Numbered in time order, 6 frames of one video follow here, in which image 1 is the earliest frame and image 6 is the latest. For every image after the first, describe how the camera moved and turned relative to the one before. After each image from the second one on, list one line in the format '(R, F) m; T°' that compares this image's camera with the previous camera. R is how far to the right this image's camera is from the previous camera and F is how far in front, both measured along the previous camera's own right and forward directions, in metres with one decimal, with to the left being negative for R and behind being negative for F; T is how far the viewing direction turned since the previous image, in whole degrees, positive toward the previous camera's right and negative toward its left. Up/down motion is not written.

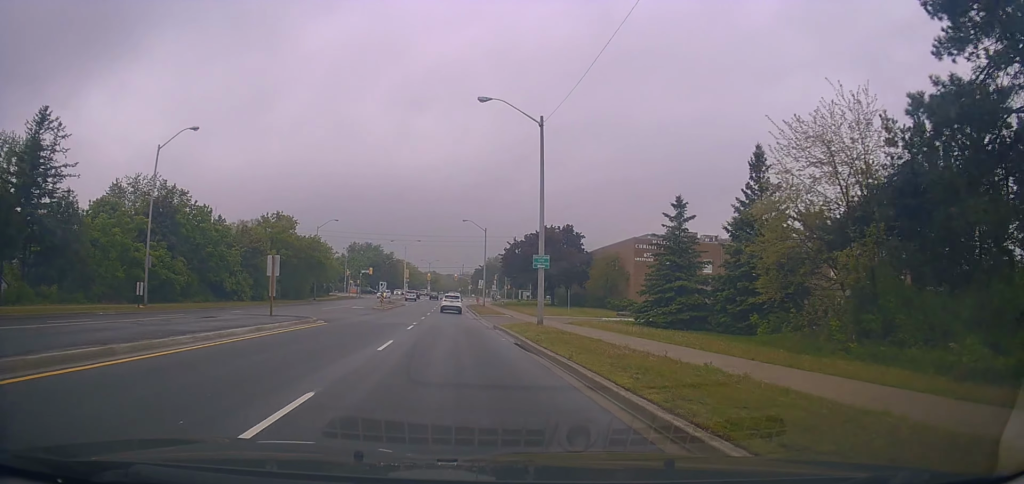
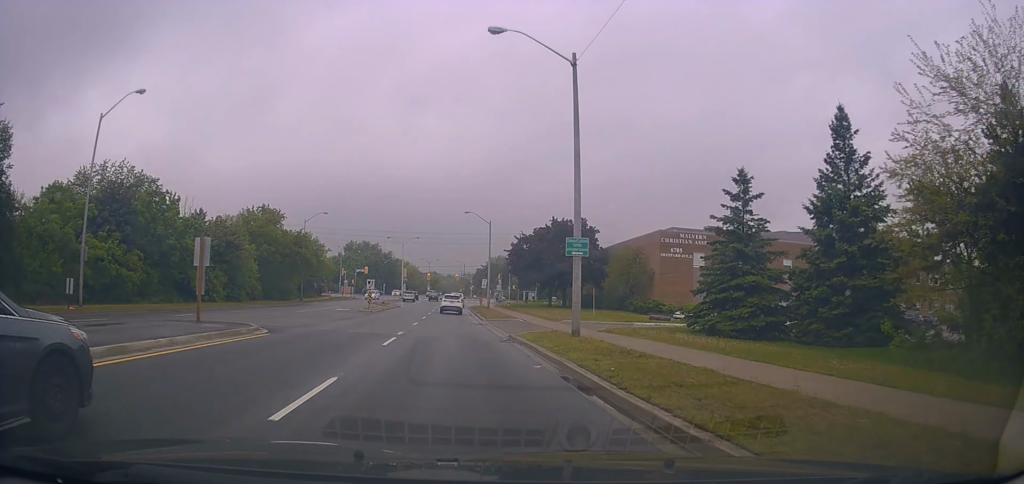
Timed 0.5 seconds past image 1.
(+0.1, +7.8) m; 0°
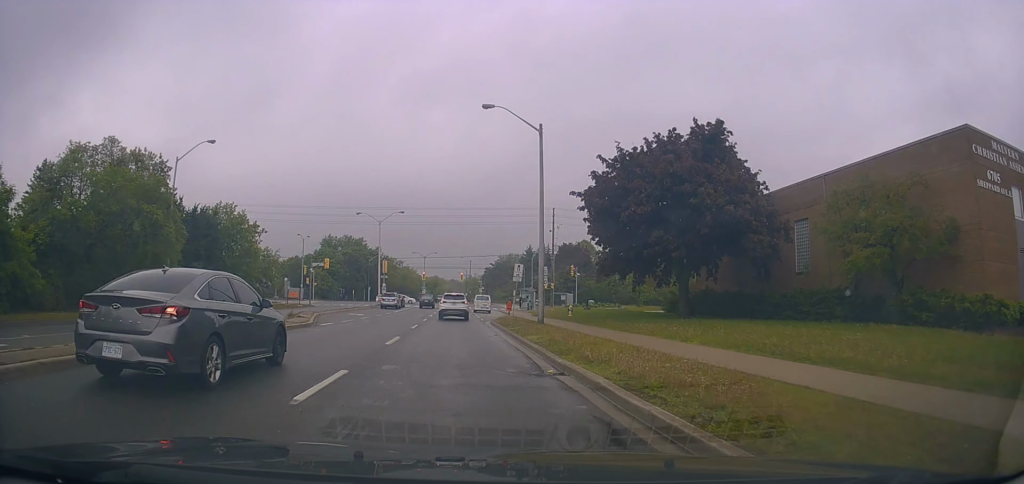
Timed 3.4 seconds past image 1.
(+0.3, +39.0) m; 0°
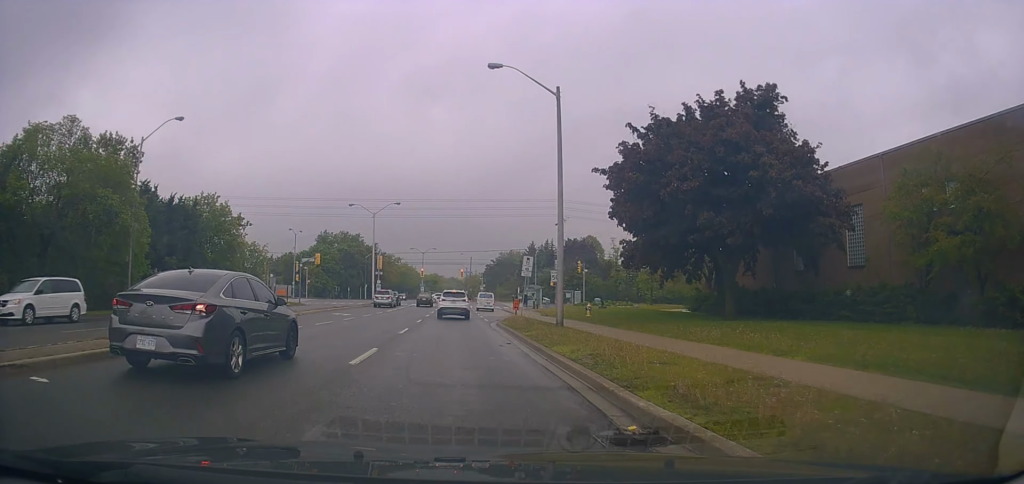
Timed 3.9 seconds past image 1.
(0.0, +5.5) m; 0°
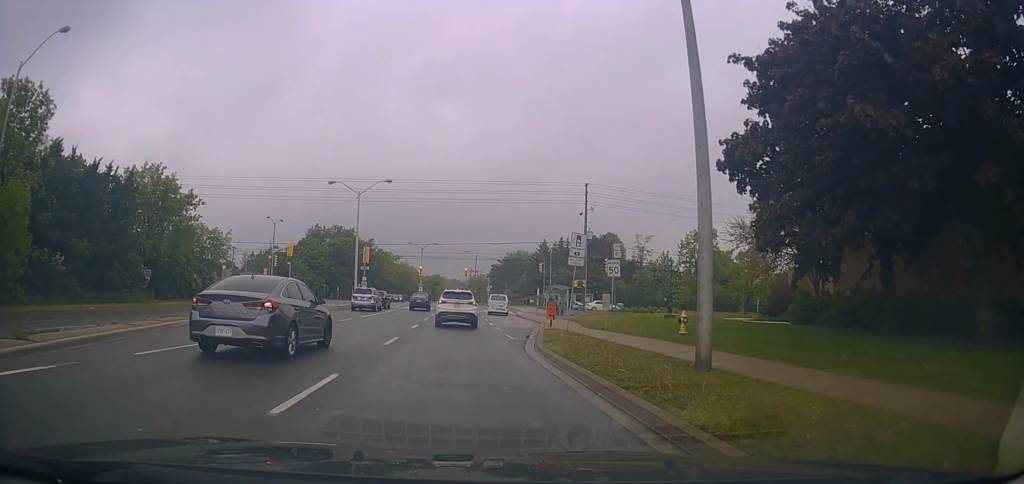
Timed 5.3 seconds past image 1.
(-0.1, +14.2) m; 0°
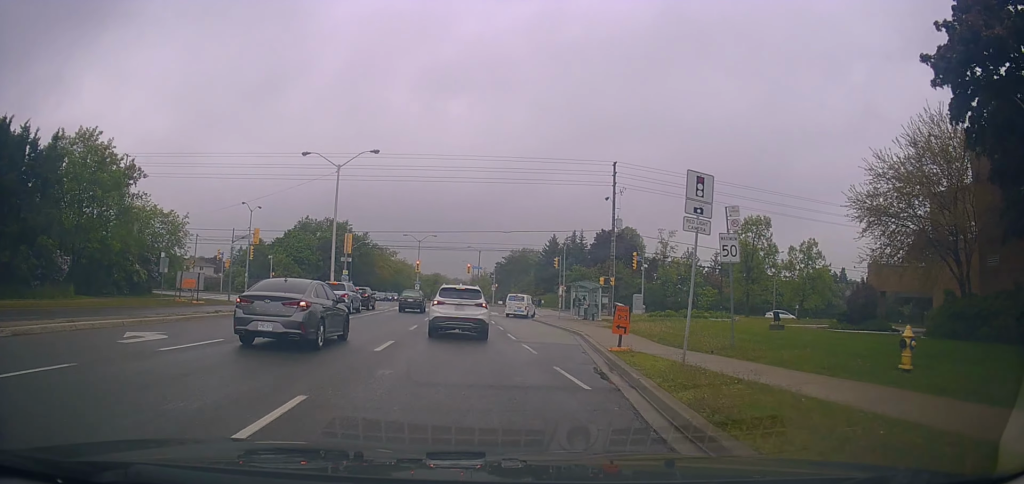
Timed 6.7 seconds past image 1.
(+0.1, +11.9) m; 0°
